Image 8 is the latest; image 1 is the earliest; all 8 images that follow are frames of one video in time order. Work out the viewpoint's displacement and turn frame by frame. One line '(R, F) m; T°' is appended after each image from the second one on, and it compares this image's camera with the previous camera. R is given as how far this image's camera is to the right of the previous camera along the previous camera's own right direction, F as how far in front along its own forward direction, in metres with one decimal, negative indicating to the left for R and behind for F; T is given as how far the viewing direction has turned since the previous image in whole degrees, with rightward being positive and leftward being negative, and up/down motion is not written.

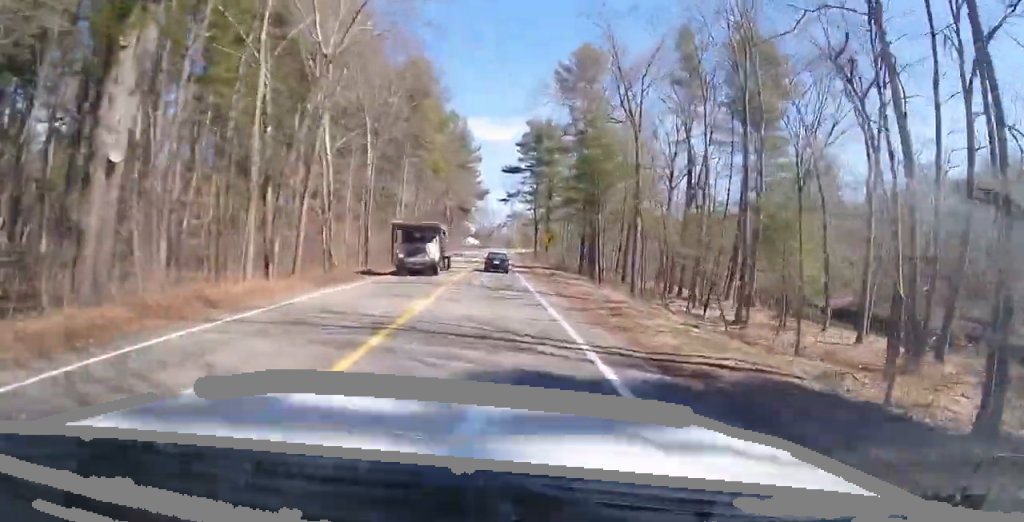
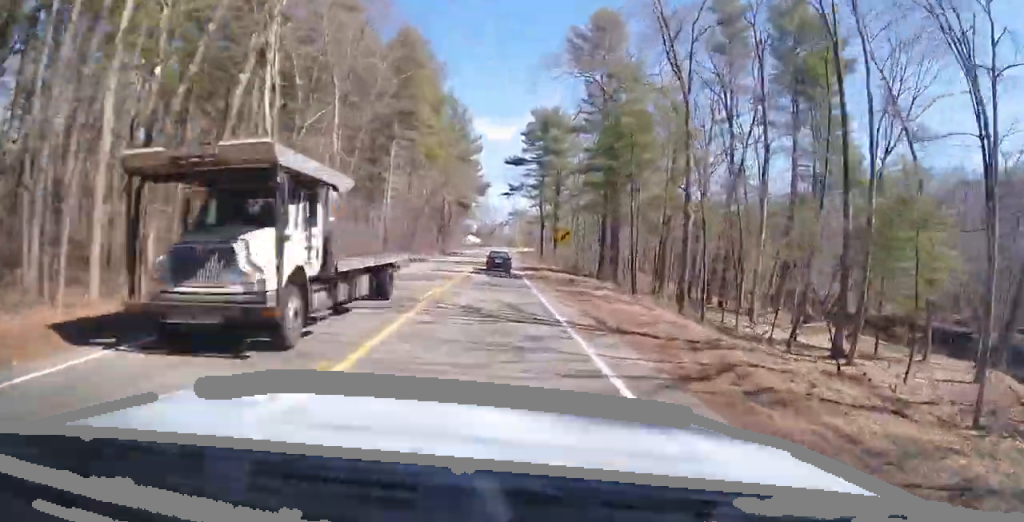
(-0.3, +10.2) m; 0°
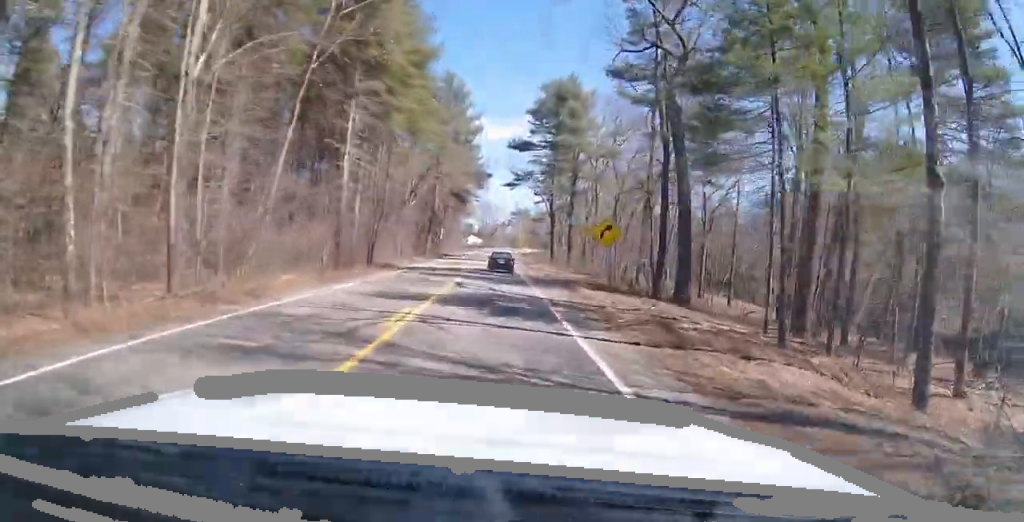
(+0.2, +17.8) m; +1°
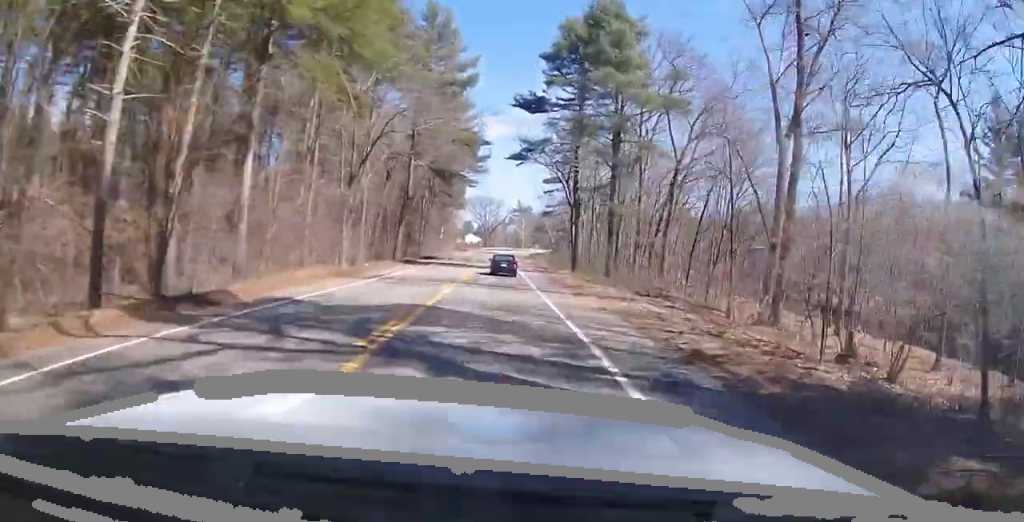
(+0.2, +26.4) m; +2°
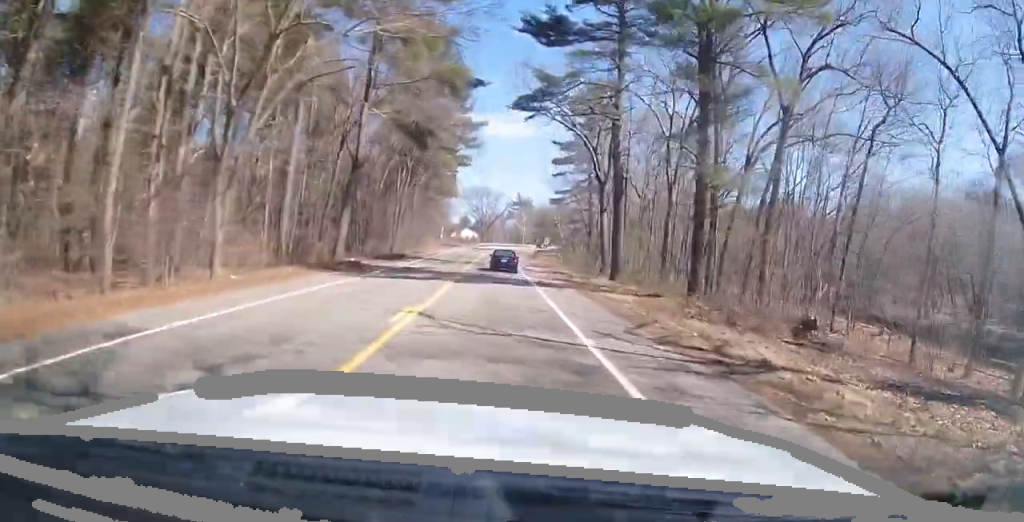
(+0.6, +22.1) m; +1°
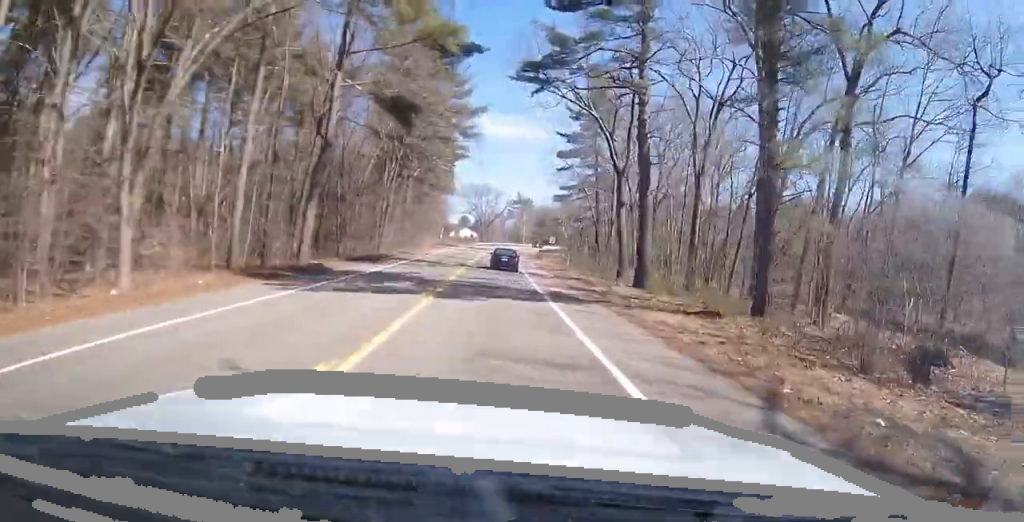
(+0.1, +7.3) m; -1°
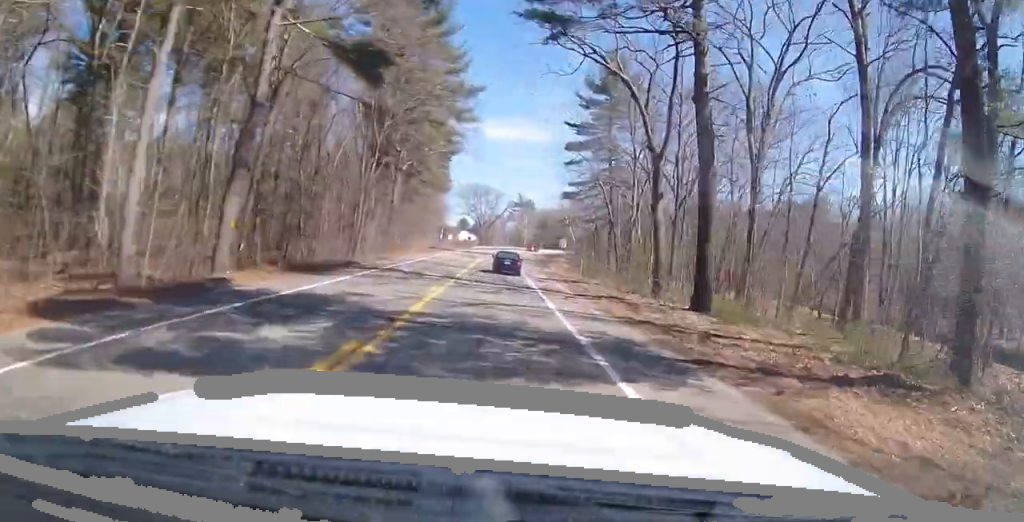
(-0.1, +10.3) m; -1°
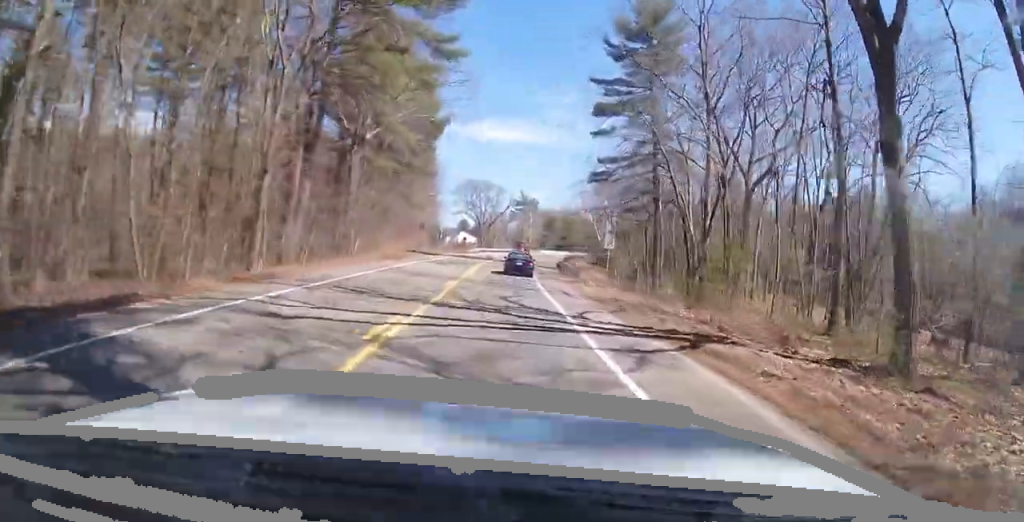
(-0.4, +21.8) m; +1°
